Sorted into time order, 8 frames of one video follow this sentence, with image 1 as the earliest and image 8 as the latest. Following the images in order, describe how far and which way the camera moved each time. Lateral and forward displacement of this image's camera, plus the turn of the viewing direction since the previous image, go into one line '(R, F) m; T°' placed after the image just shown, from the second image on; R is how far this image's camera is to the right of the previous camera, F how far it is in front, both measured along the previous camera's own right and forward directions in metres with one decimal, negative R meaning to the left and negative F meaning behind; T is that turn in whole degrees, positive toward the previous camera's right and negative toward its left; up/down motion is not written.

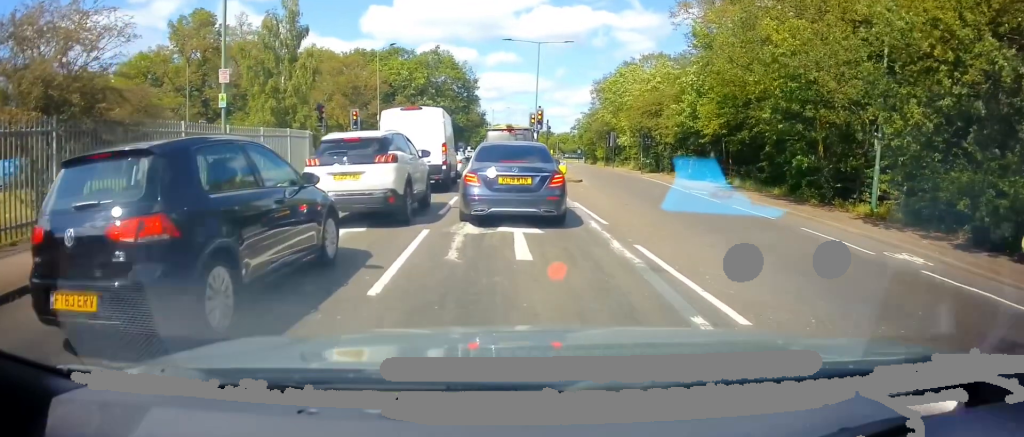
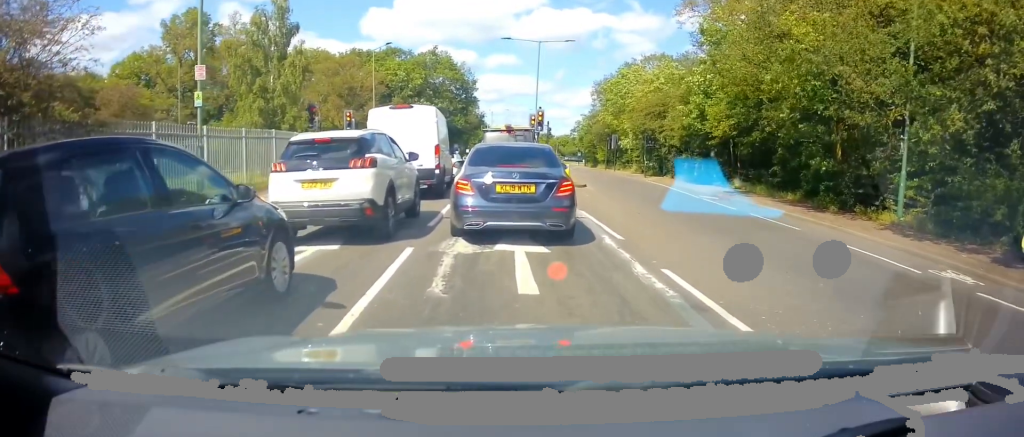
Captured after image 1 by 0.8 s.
(-0.2, +1.9) m; 0°
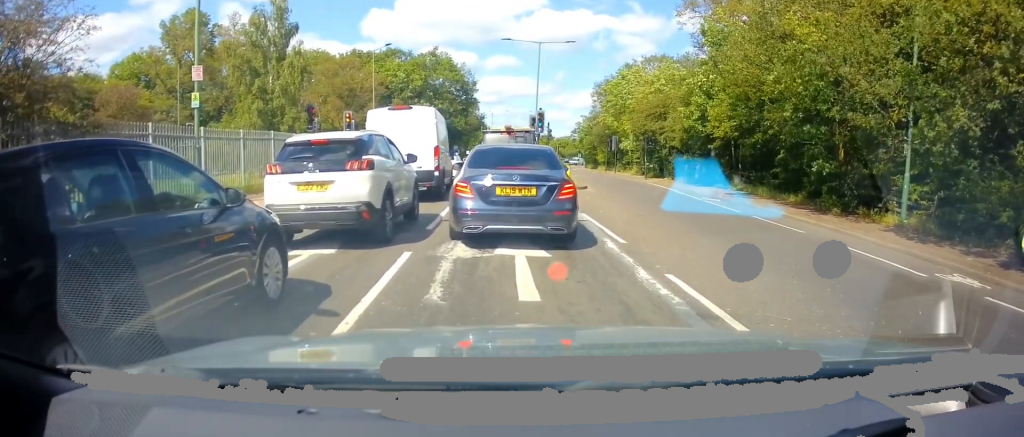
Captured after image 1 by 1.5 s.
(-0.2, +0.7) m; 0°
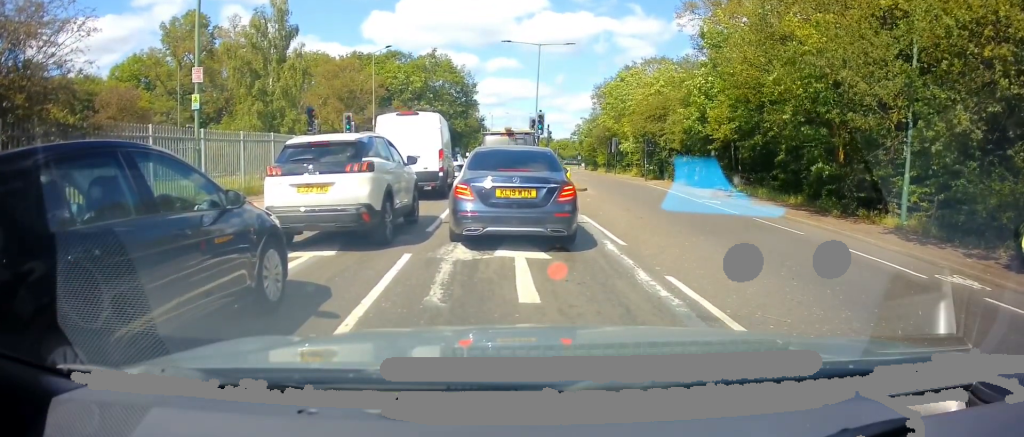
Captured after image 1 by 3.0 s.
(-0.1, +0.3) m; 0°
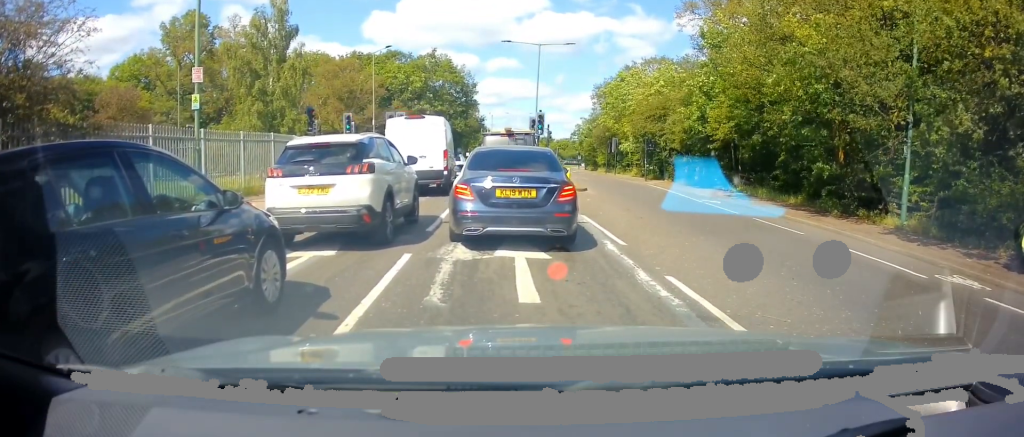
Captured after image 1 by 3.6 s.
(0.0, 0.0) m; 0°
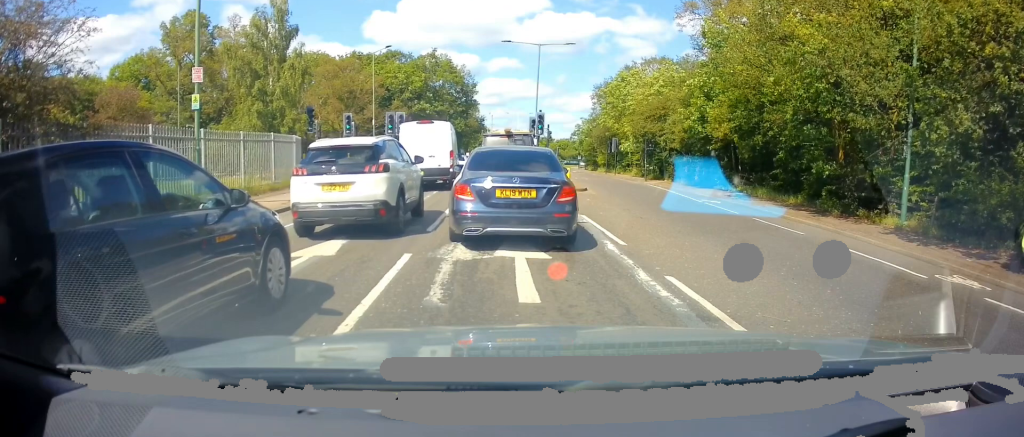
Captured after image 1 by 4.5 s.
(0.0, 0.0) m; 0°
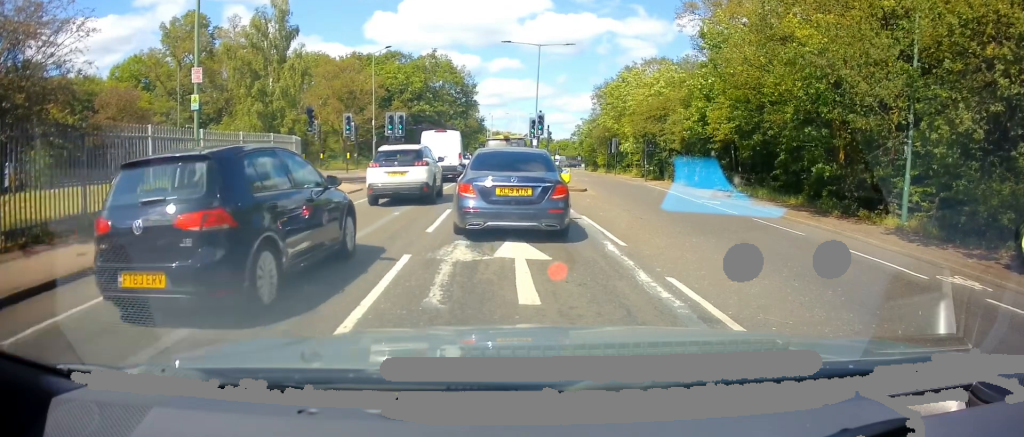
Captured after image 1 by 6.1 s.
(0.0, 0.0) m; 0°
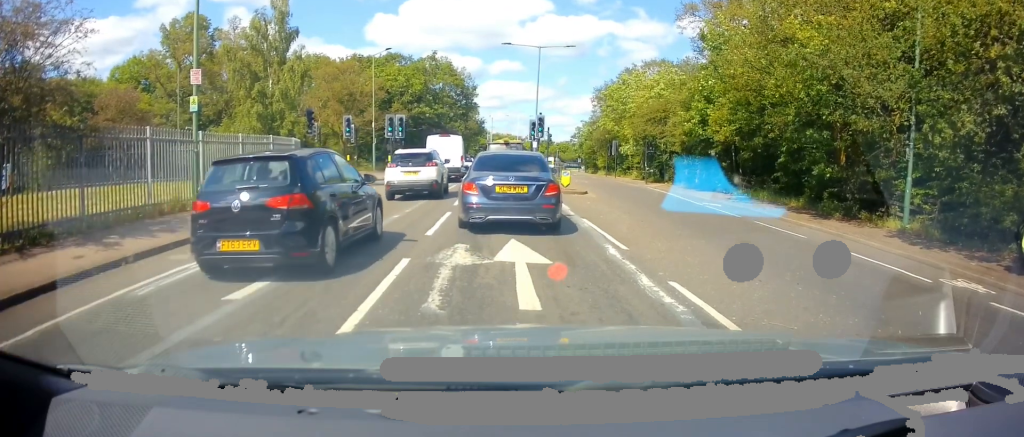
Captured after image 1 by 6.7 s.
(0.0, +0.2) m; 0°
